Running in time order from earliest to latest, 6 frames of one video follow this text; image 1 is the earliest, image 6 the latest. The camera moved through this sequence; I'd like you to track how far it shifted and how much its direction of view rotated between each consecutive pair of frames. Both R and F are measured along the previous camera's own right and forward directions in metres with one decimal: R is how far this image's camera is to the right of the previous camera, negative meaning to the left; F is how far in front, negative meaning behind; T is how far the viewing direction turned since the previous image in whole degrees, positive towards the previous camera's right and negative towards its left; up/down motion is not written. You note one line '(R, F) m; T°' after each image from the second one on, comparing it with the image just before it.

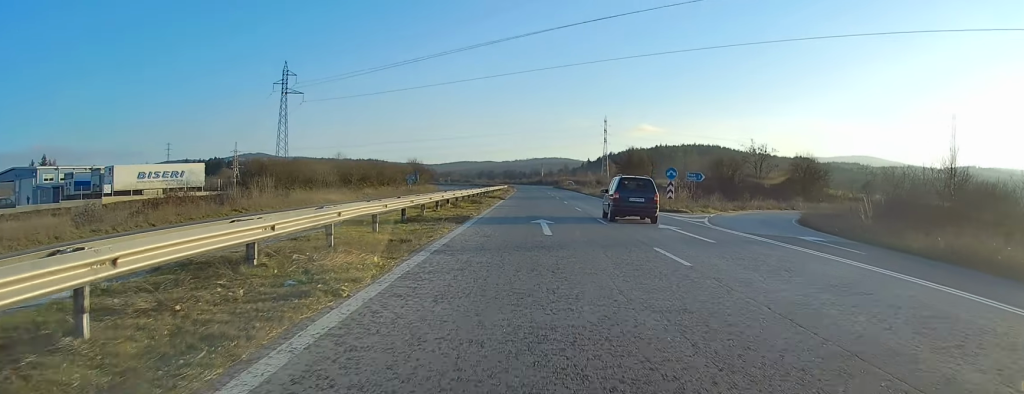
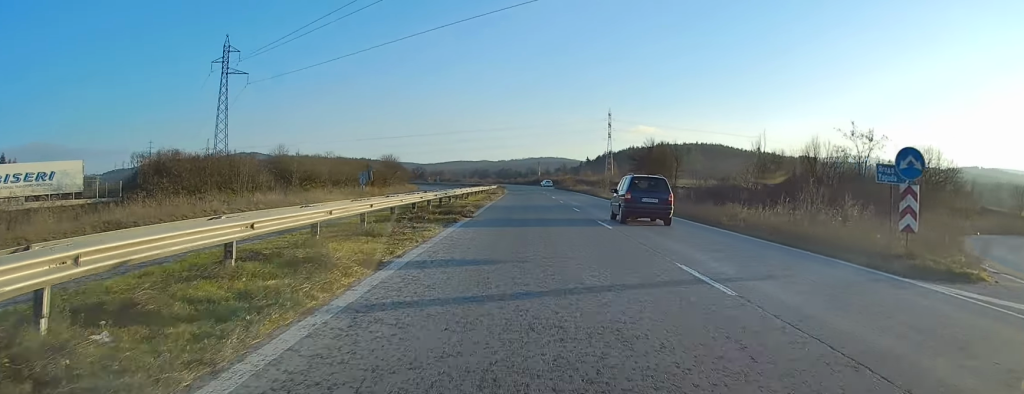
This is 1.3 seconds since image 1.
(+0.2, +27.1) m; +1°
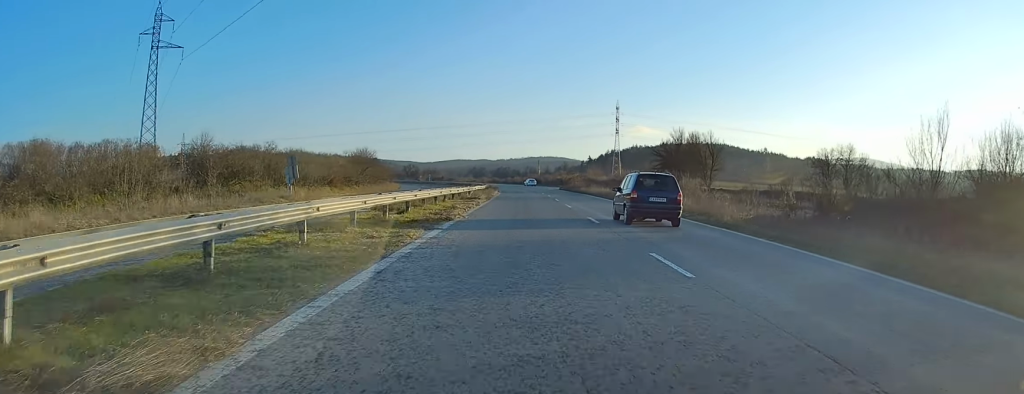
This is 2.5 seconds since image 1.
(-0.1, +23.5) m; -1°
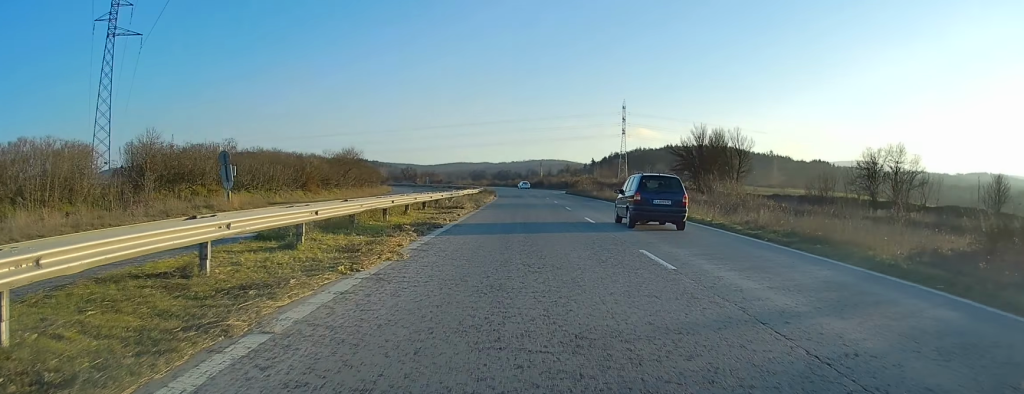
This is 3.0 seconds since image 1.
(-0.1, +10.8) m; 0°
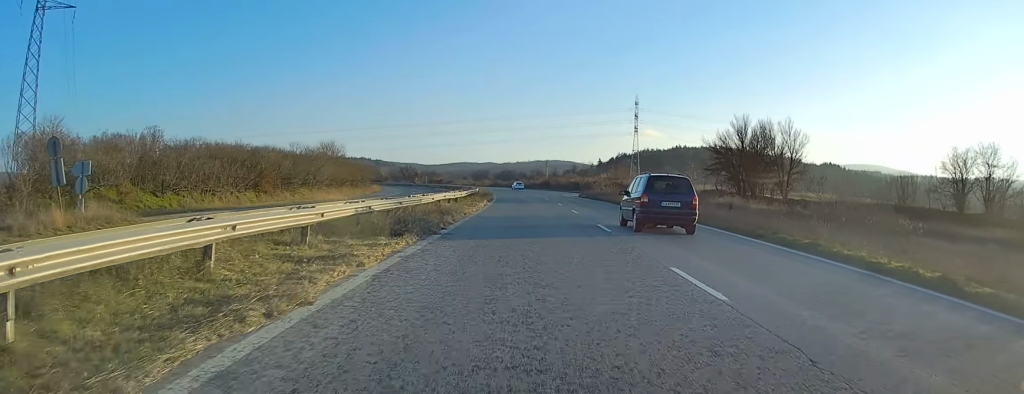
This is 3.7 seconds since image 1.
(-0.1, +15.7) m; 0°
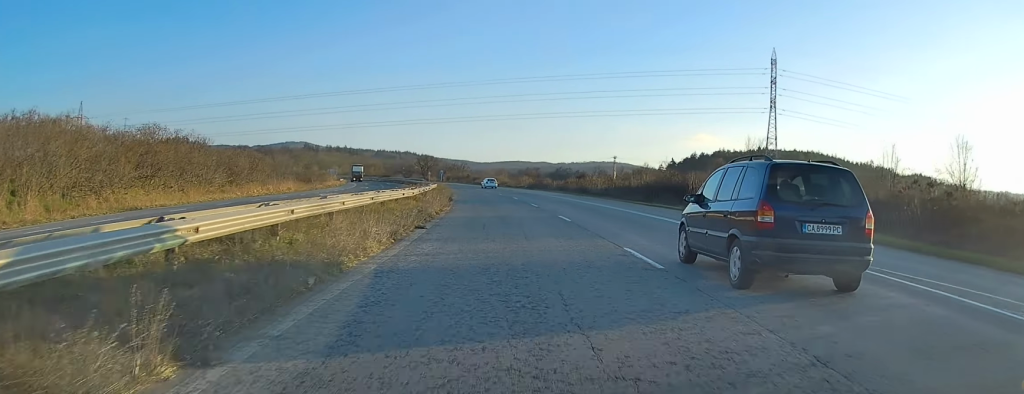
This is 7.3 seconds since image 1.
(-1.7, +81.1) m; -4°
